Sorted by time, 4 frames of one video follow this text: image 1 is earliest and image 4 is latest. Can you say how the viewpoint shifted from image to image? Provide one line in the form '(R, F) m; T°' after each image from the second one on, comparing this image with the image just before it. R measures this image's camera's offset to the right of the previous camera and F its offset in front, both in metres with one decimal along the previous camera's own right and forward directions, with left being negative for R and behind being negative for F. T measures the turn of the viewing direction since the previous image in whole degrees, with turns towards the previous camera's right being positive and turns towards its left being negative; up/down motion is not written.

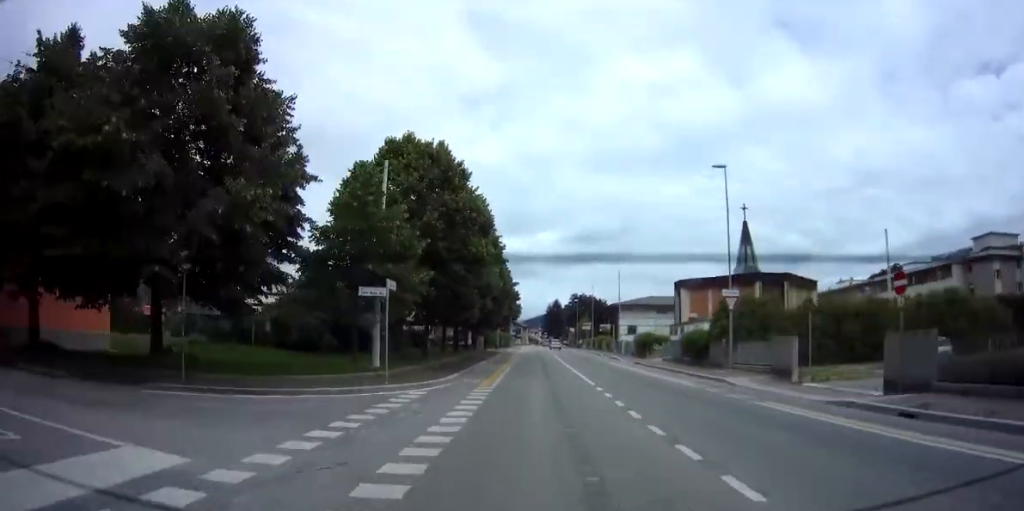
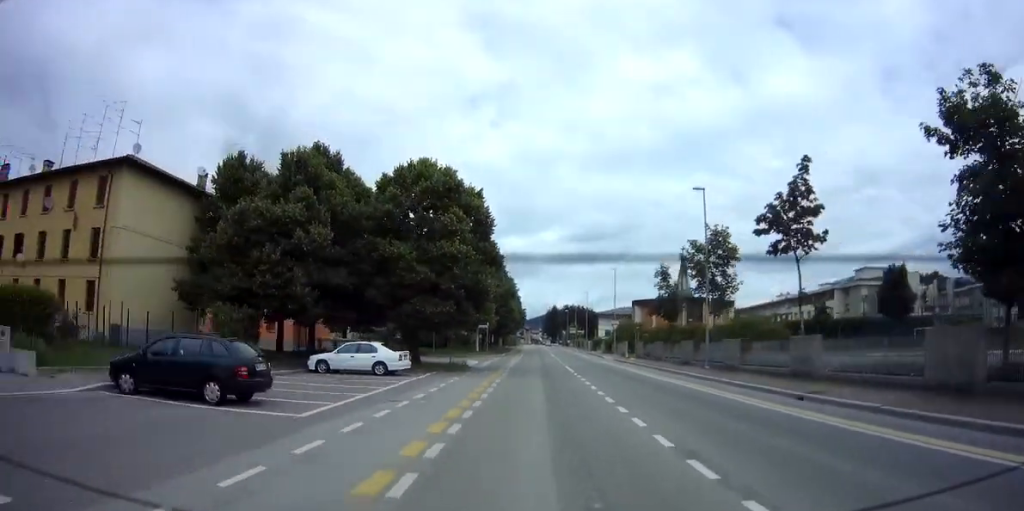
(+0.3, +35.2) m; -1°
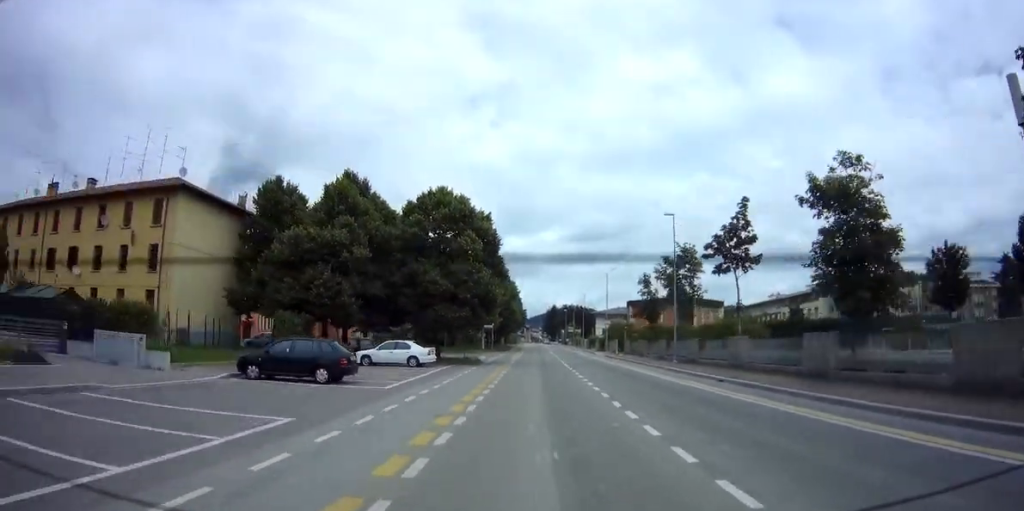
(0.0, +6.8) m; 0°
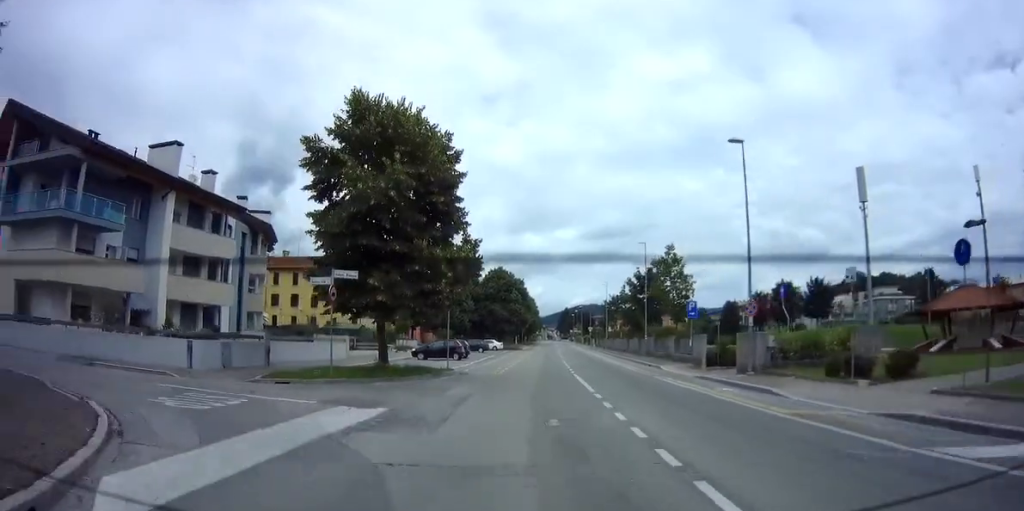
(-0.2, +43.2) m; -1°
